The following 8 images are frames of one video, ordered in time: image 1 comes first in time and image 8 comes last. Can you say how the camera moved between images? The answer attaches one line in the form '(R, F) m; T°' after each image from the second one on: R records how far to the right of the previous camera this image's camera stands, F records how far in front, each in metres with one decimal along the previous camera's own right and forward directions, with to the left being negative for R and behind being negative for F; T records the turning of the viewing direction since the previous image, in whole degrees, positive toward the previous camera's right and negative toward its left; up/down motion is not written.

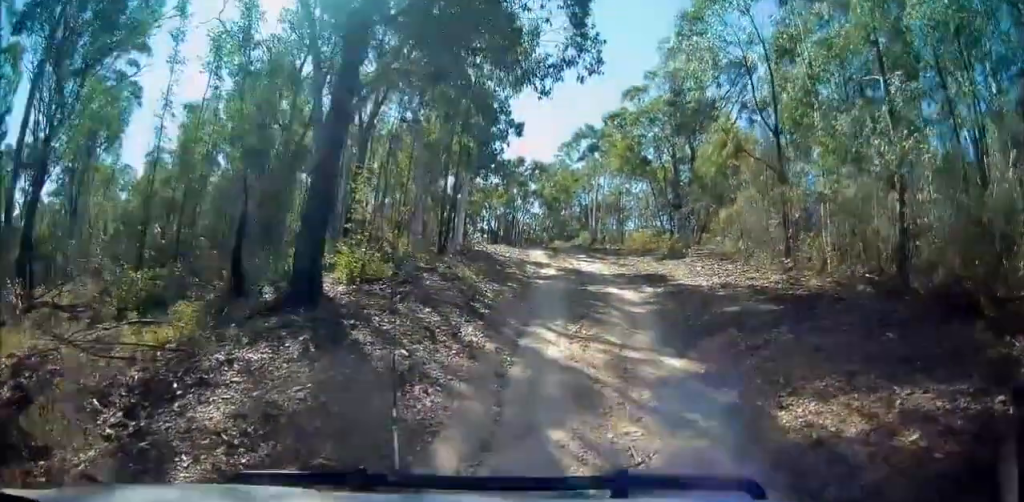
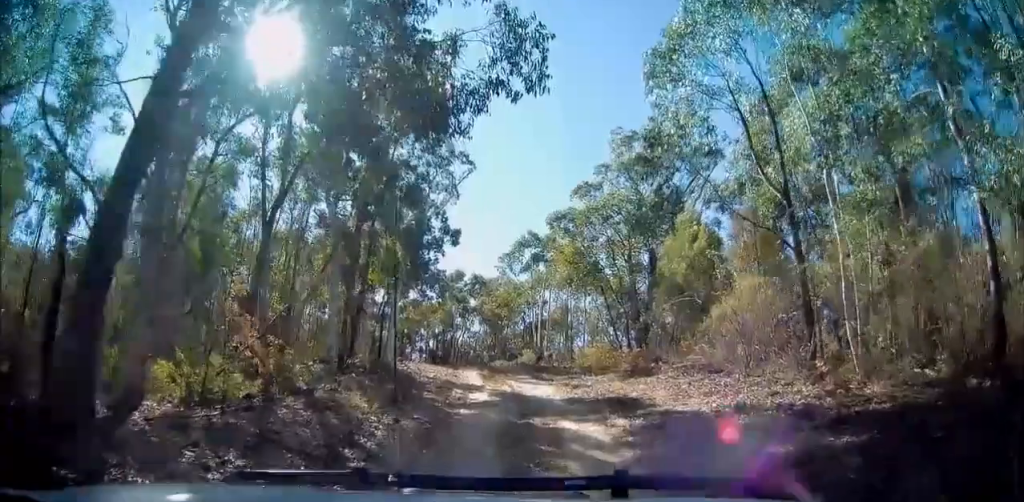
(+0.7, +4.1) m; +1°
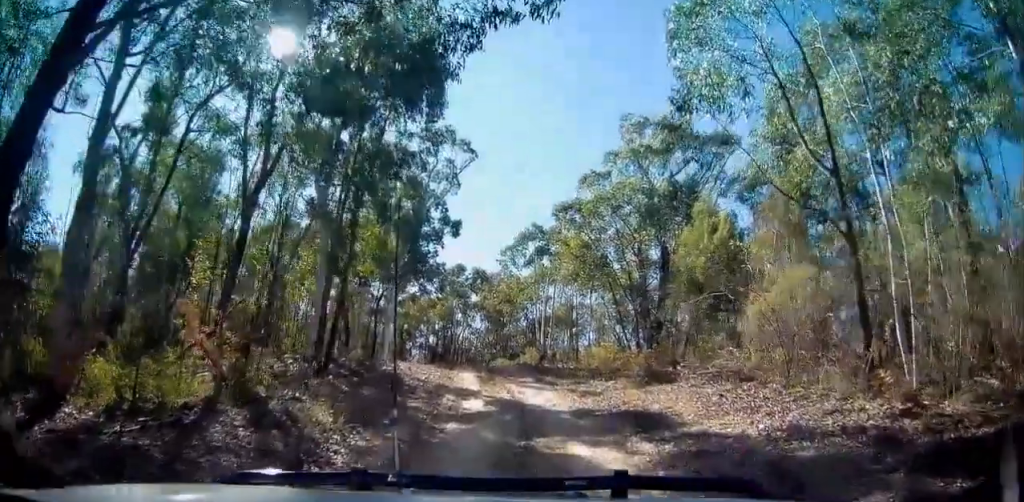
(-0.2, +1.6) m; -1°
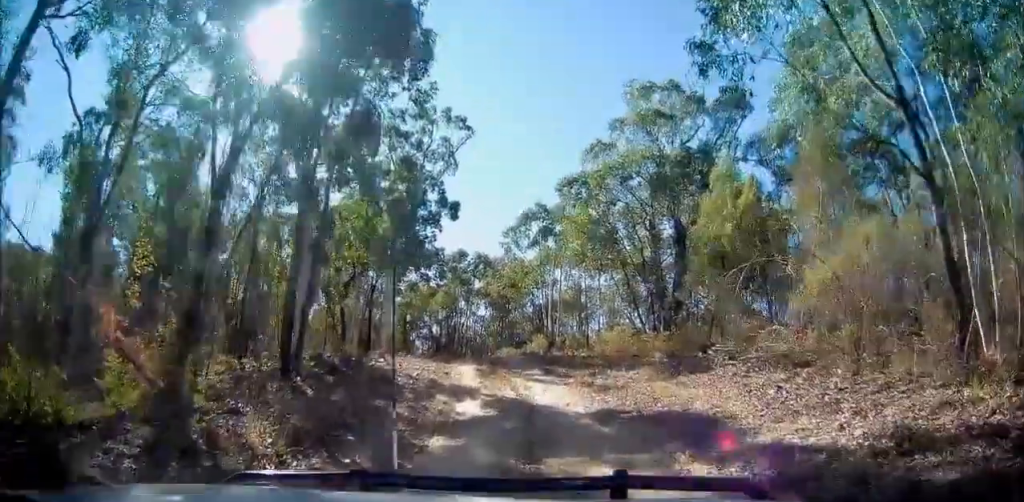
(-0.4, +2.0) m; -2°
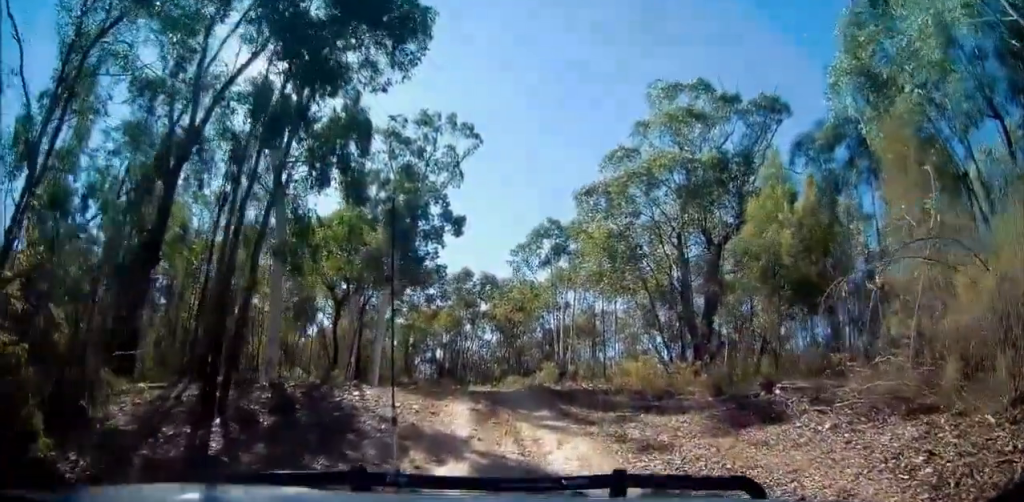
(+0.4, +3.0) m; +1°
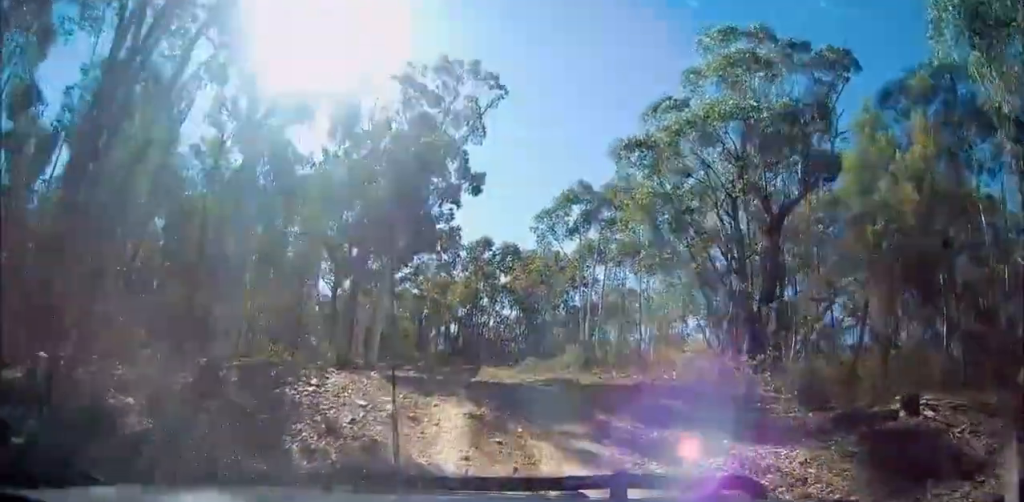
(-0.3, +3.6) m; -7°
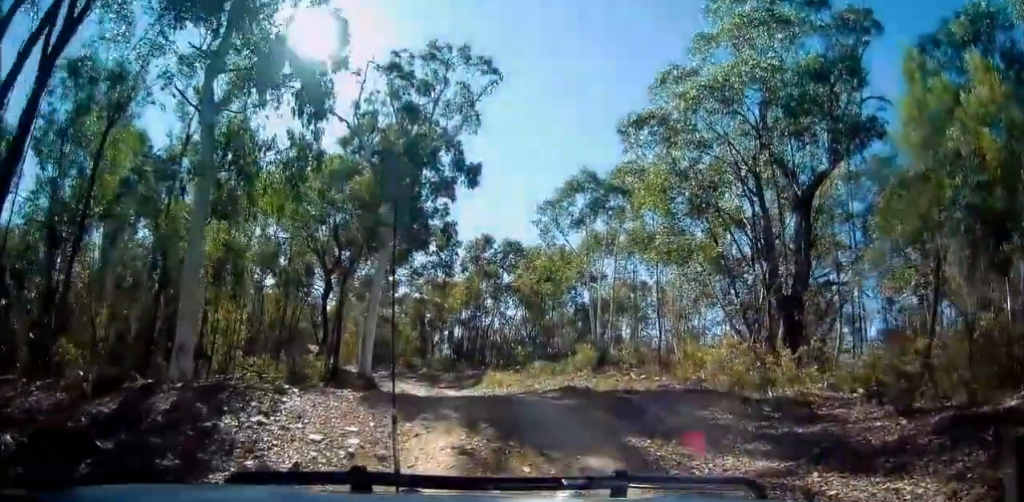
(-0.1, +2.2) m; +3°
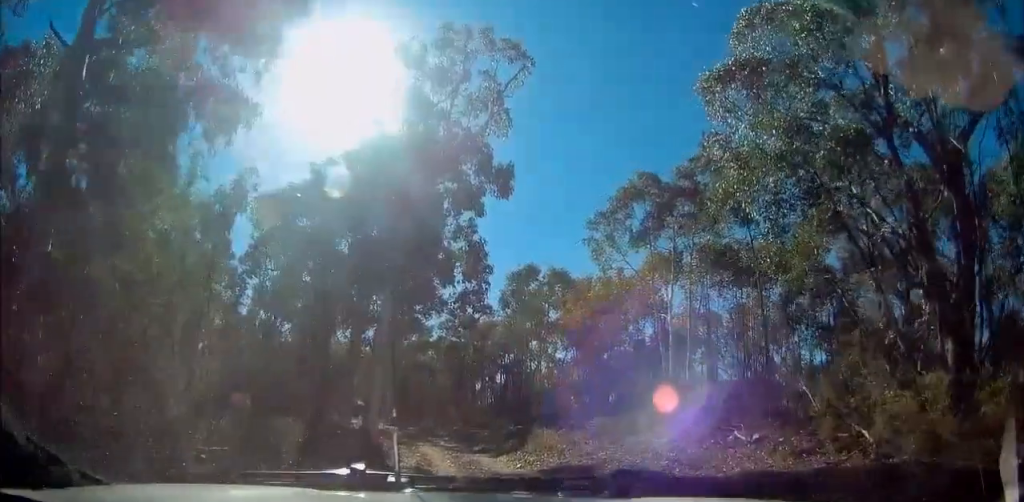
(+0.7, +5.7) m; +2°
